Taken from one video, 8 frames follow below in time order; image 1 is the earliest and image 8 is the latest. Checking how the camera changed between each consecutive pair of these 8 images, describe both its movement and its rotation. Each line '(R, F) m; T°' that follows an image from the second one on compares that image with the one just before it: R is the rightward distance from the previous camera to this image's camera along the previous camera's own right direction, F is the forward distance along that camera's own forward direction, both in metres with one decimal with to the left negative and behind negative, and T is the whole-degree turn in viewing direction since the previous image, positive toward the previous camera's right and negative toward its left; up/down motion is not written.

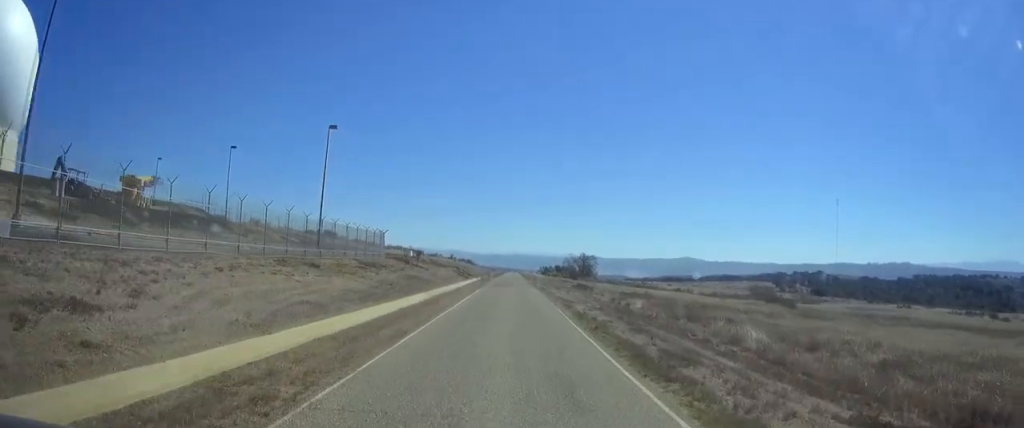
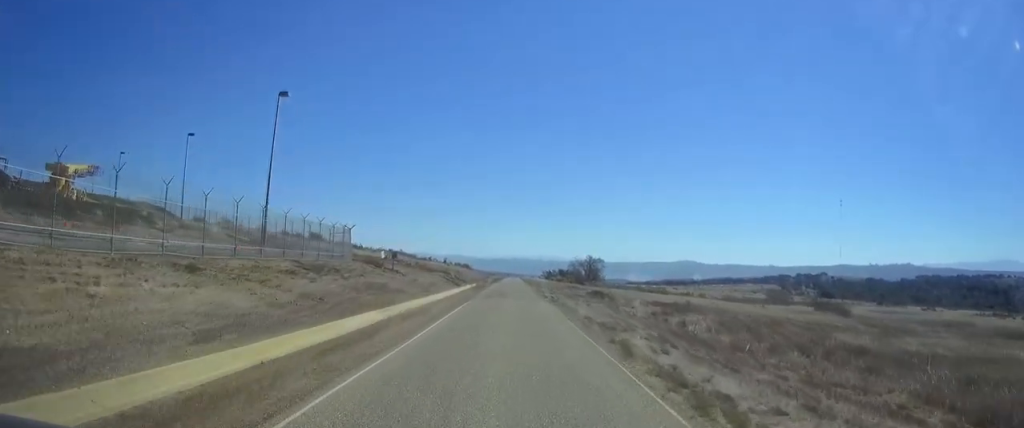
(0.0, +13.6) m; 0°
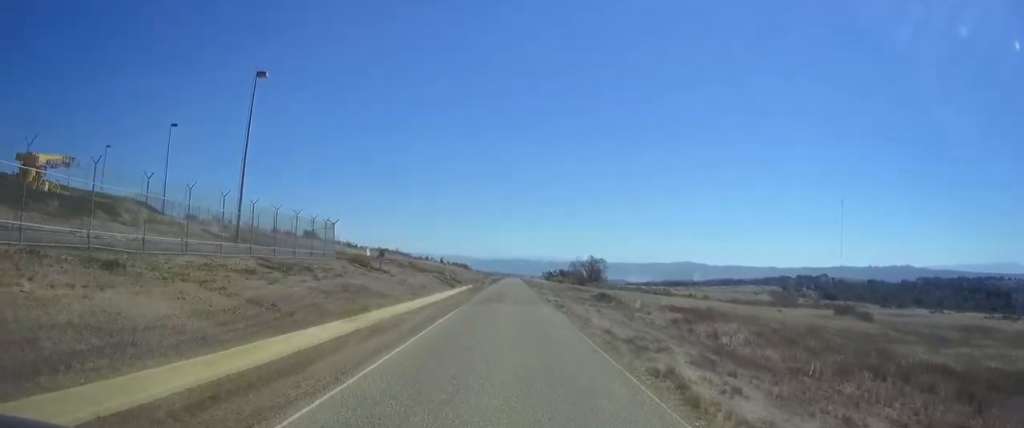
(0.0, +4.6) m; 0°
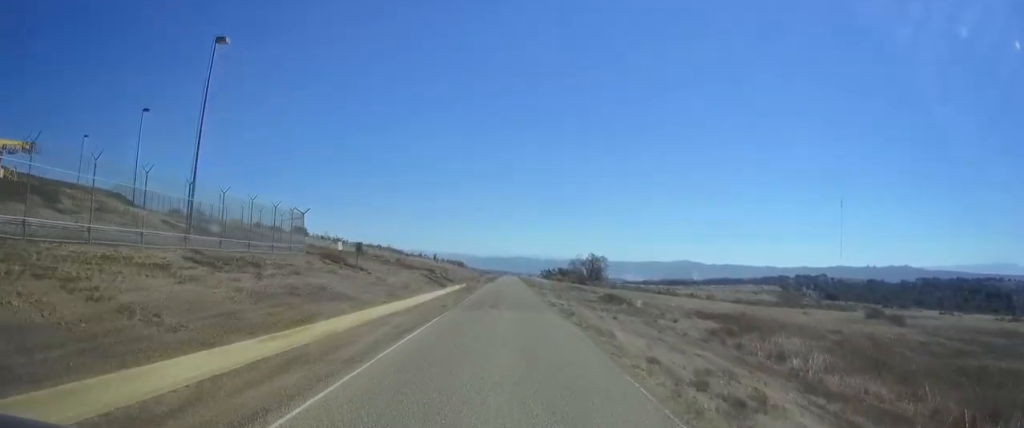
(0.0, +6.3) m; 0°
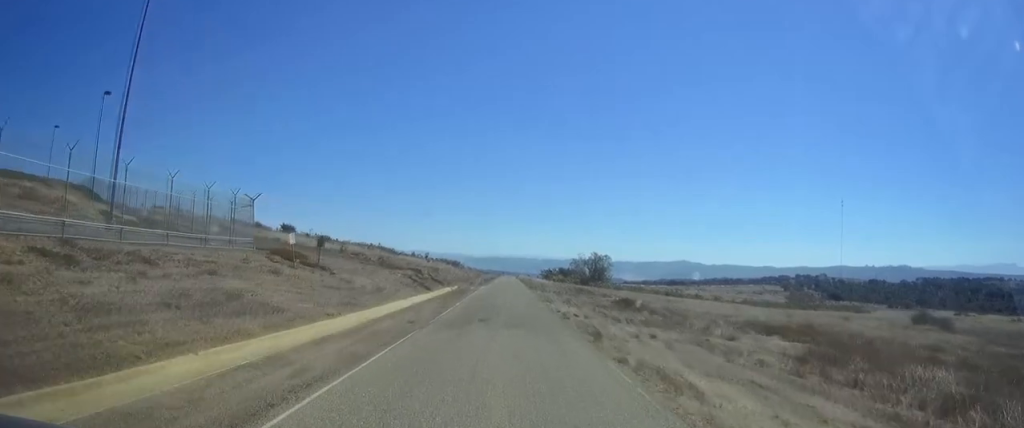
(0.0, +7.5) m; -2°
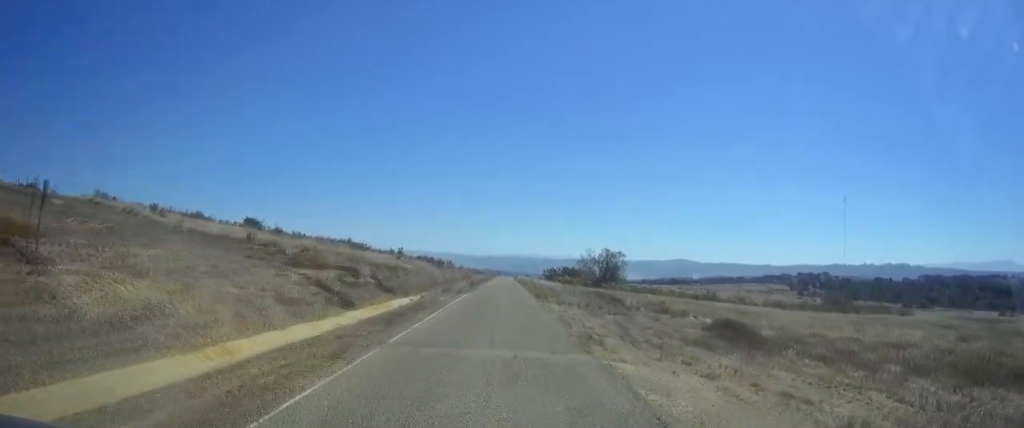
(-0.3, +20.0) m; +1°
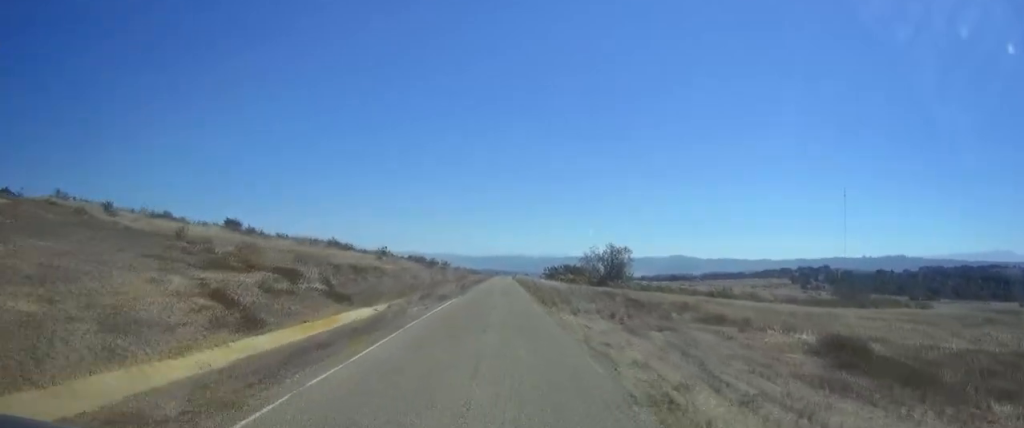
(0.0, +7.9) m; +1°
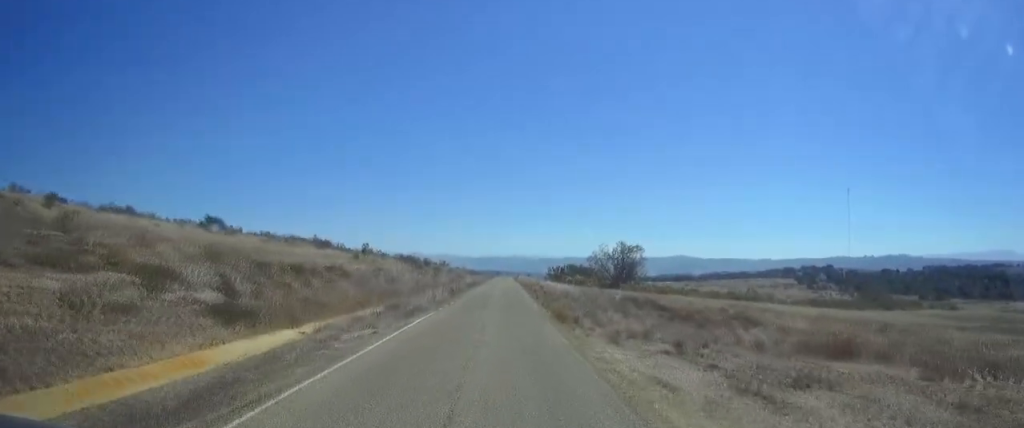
(+0.2, +8.5) m; +1°
